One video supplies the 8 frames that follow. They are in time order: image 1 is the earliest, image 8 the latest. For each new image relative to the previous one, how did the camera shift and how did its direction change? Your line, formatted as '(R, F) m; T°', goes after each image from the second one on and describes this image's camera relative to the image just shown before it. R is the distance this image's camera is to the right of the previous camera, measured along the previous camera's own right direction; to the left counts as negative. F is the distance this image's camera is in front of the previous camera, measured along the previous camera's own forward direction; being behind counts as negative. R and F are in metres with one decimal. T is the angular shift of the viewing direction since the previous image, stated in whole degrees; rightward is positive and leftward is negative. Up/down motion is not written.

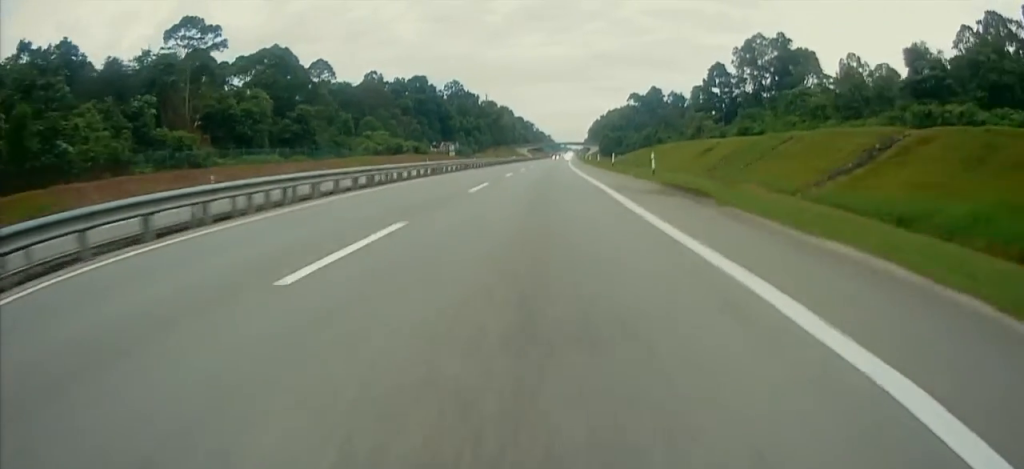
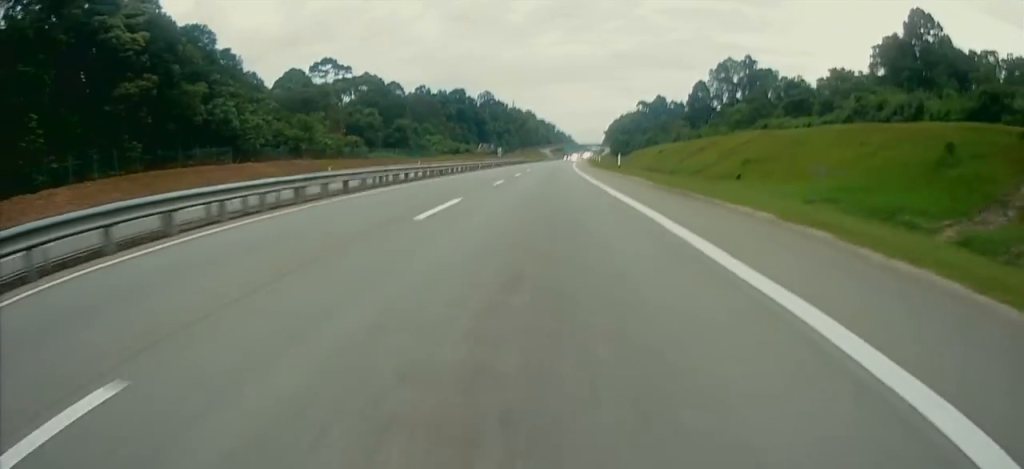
(0.0, +52.5) m; 0°
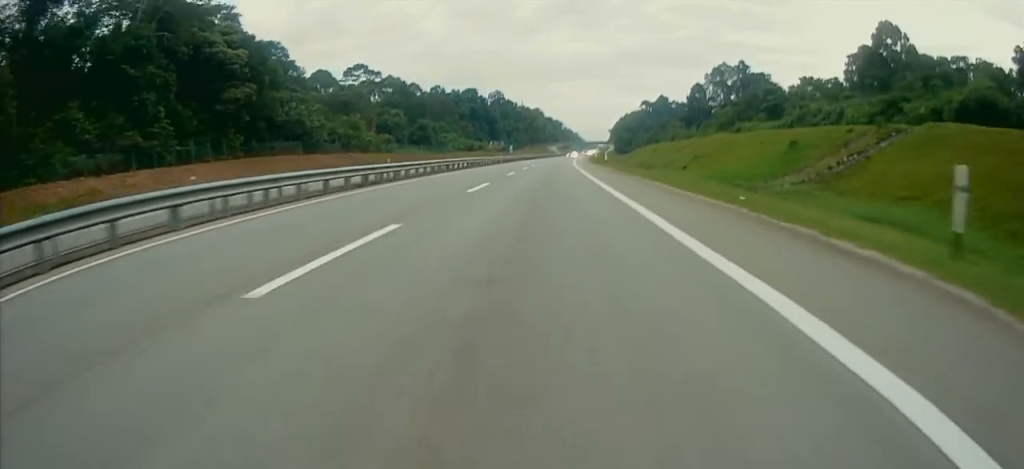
(0.0, +18.3) m; 0°
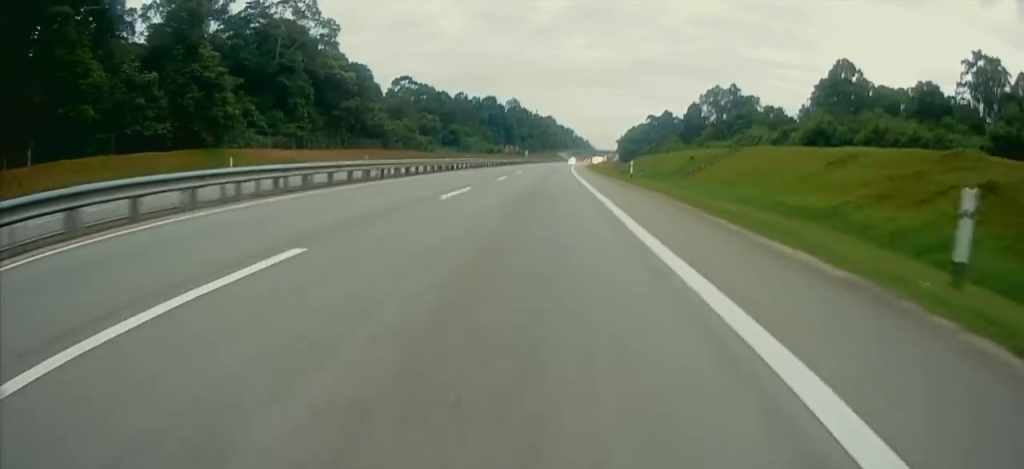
(0.0, +32.9) m; 0°
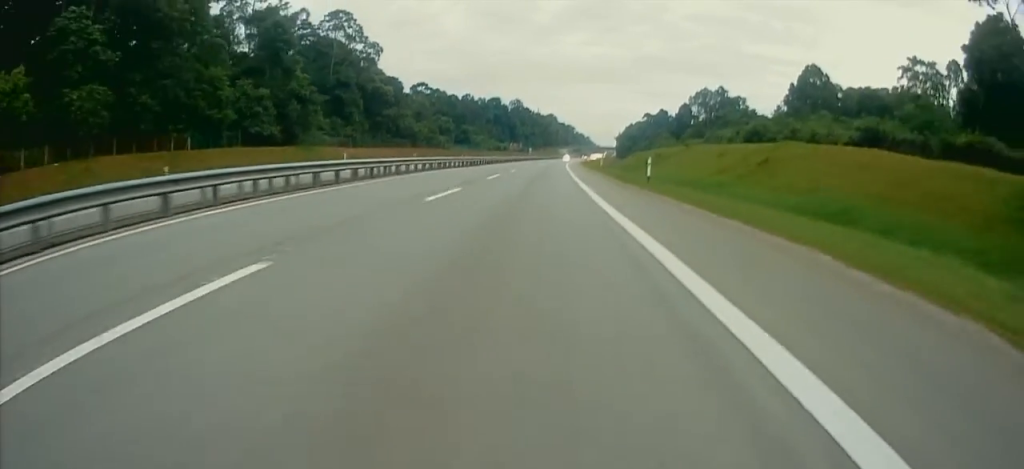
(0.0, +23.1) m; 0°
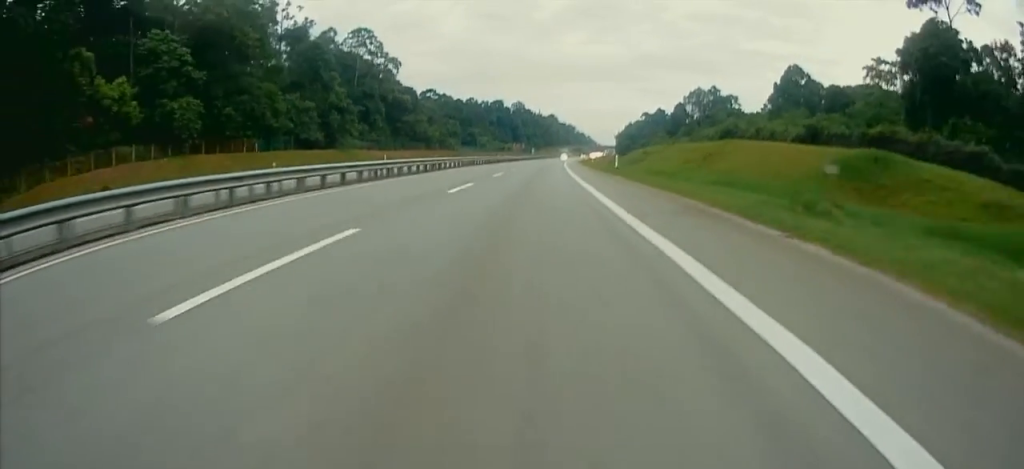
(0.0, +14.6) m; 0°
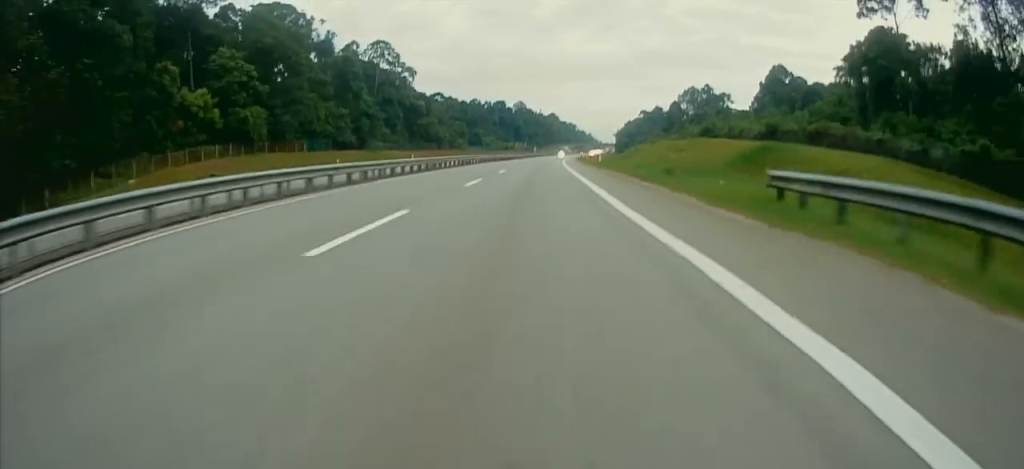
(0.0, +14.6) m; 0°
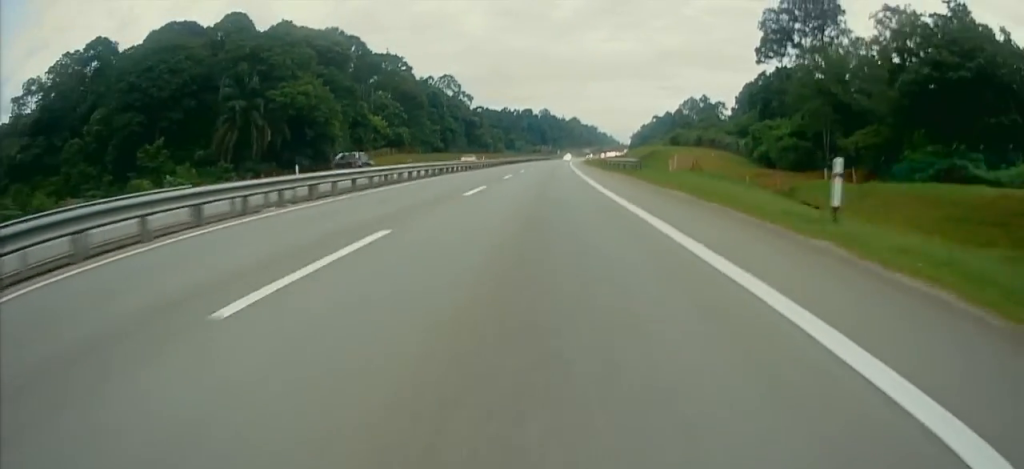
(0.0, +57.1) m; 0°
